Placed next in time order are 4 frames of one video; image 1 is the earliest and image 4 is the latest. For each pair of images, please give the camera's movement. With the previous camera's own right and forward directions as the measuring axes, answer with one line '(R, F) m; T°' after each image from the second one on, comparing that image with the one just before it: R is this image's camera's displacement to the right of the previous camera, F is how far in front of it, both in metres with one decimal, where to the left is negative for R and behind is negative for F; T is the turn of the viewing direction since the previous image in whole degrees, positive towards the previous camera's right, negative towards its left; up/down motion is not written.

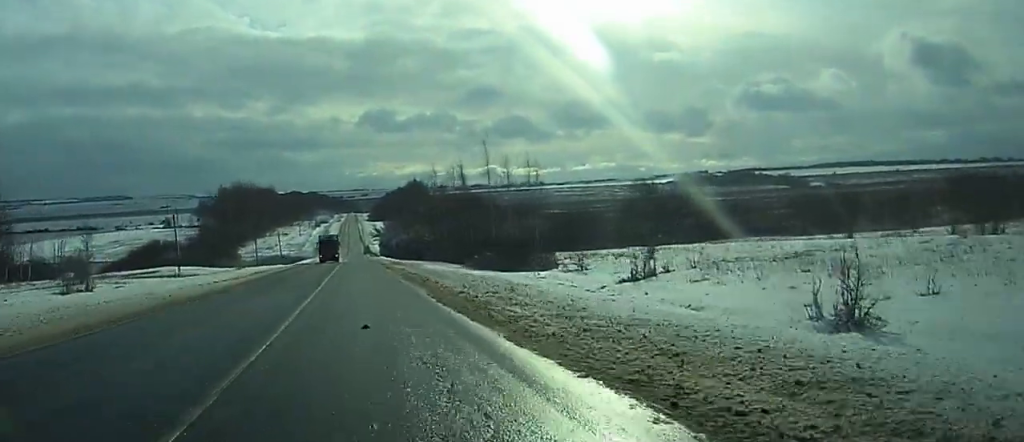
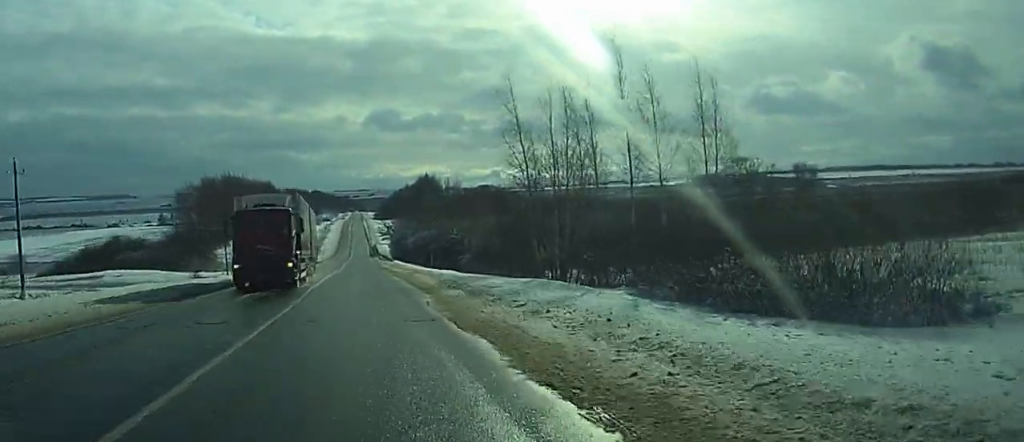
(0.0, +48.3) m; +2°
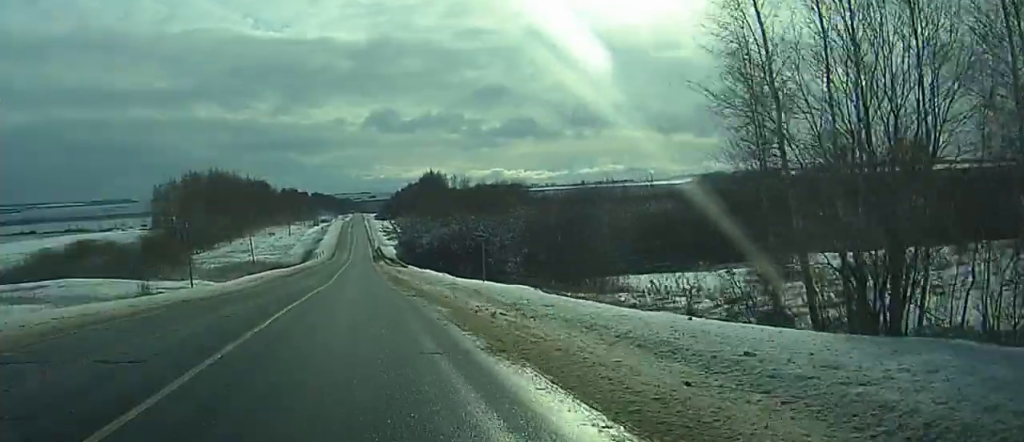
(+1.3, +29.7) m; +1°
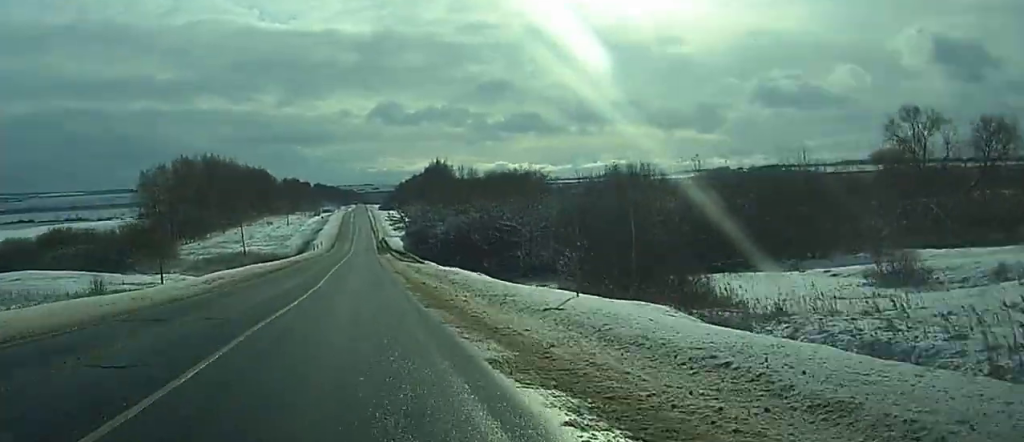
(+2.7, +17.1) m; -5°
